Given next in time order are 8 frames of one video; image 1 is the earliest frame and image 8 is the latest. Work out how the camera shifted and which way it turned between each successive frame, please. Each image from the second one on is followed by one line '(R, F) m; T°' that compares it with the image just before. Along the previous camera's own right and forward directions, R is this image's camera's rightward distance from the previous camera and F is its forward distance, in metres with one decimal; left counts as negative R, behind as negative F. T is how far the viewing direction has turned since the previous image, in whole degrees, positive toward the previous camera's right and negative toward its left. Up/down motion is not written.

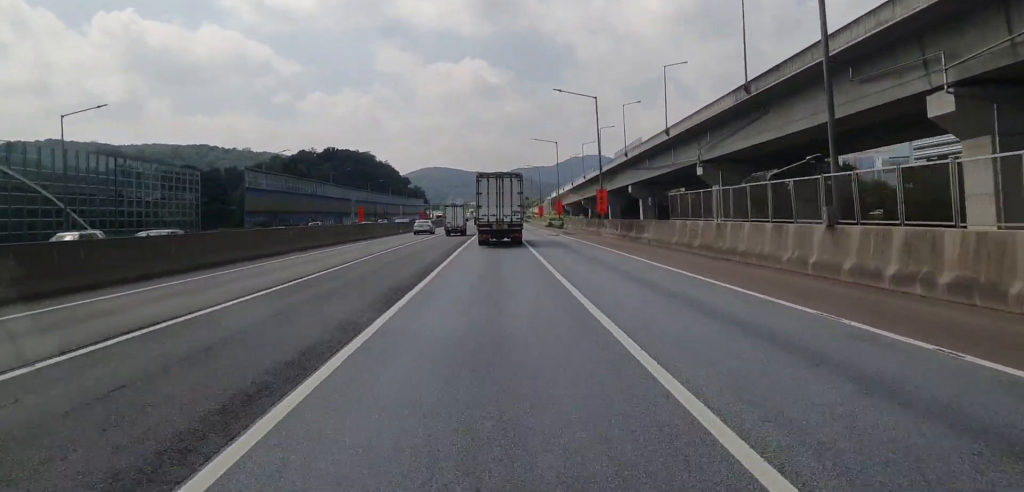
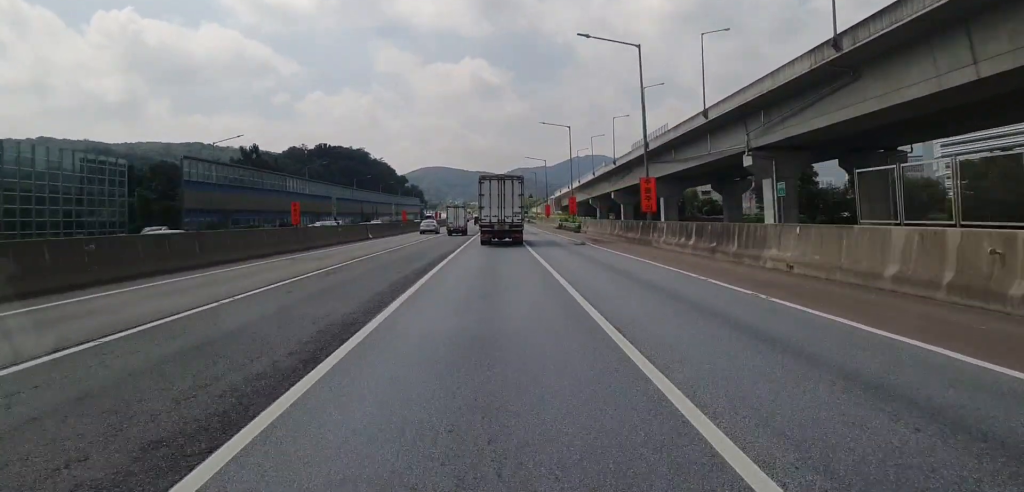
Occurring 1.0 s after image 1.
(+0.1, +19.9) m; +1°
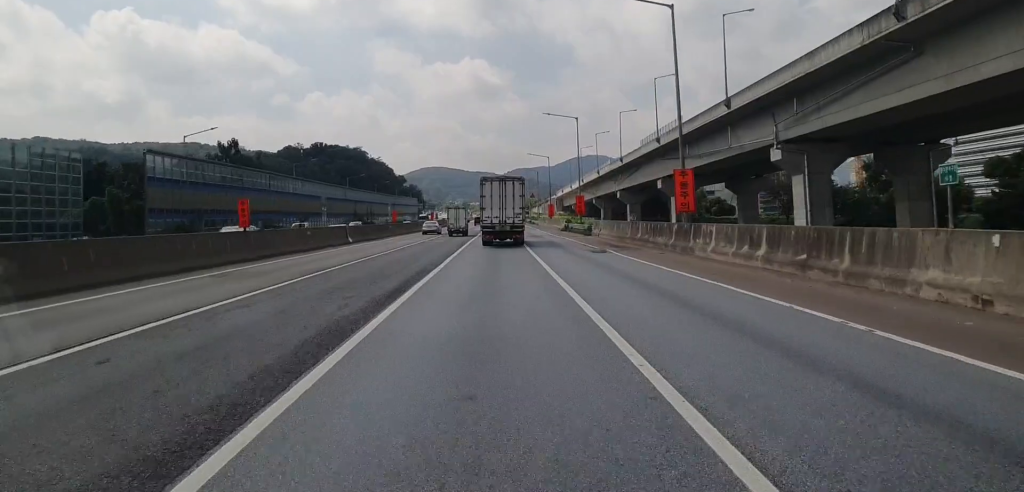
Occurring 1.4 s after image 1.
(-0.1, +8.6) m; +1°
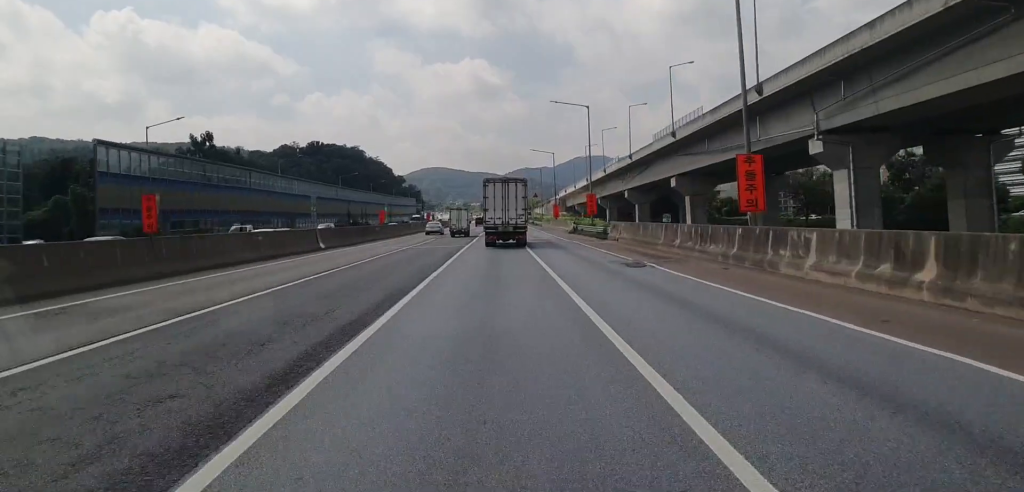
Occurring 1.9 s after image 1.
(+0.1, +9.3) m; 0°
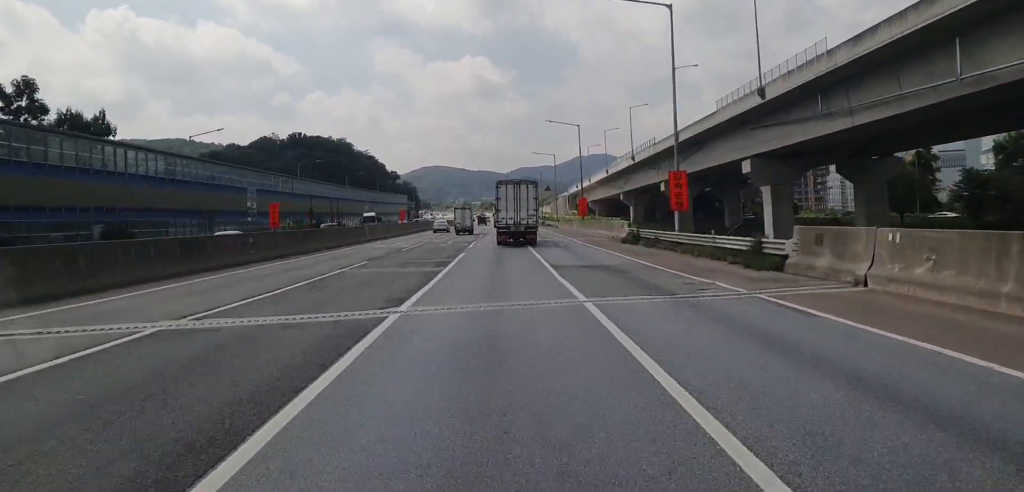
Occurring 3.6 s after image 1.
(-0.2, +34.8) m; -2°
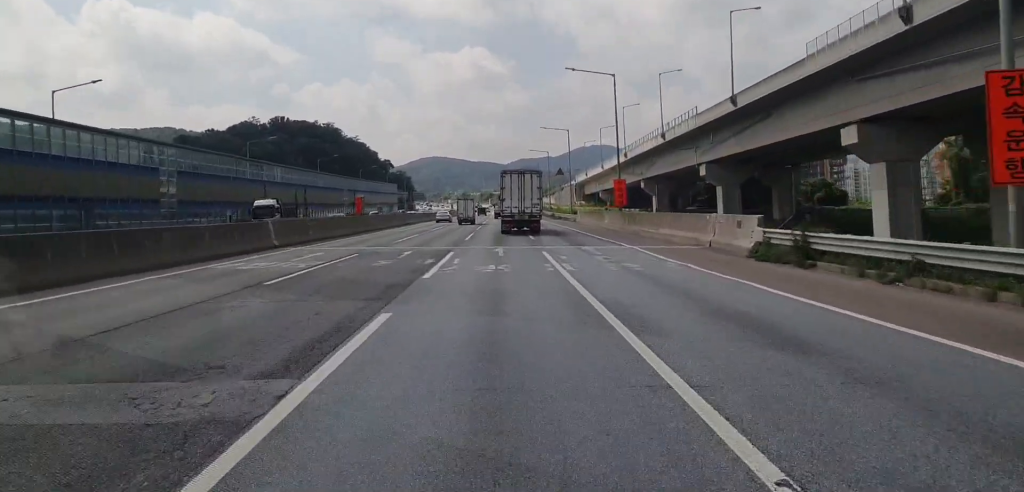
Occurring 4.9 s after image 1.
(-0.2, +25.8) m; 0°
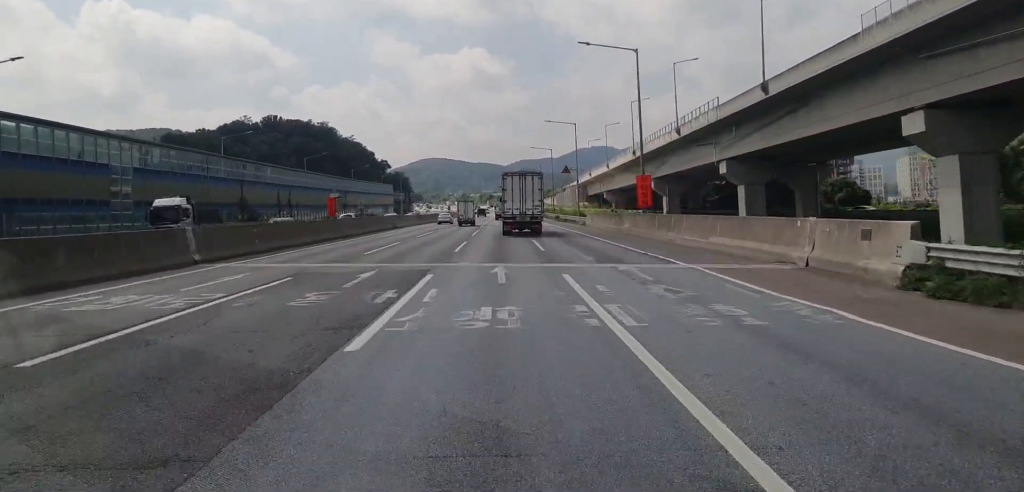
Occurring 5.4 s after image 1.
(-0.2, +9.6) m; +1°
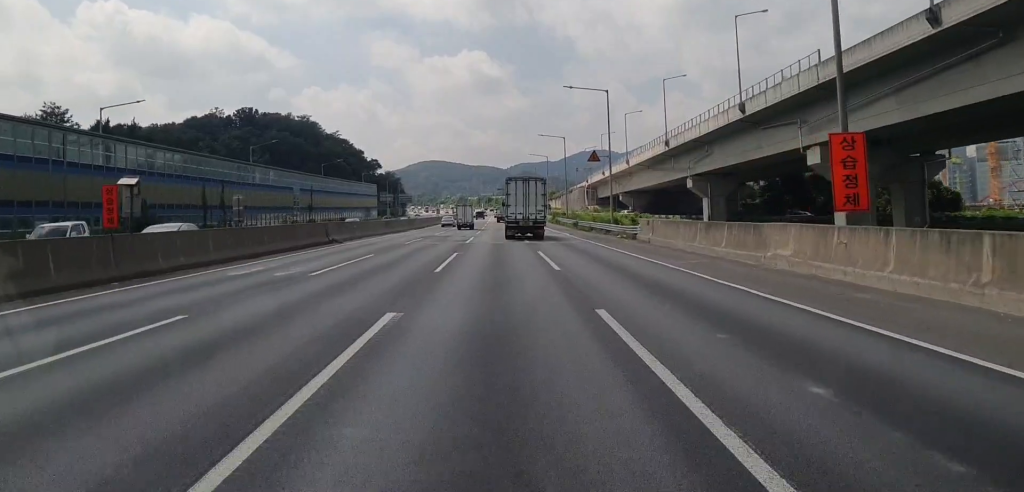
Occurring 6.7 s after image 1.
(+0.7, +28.3) m; +1°
